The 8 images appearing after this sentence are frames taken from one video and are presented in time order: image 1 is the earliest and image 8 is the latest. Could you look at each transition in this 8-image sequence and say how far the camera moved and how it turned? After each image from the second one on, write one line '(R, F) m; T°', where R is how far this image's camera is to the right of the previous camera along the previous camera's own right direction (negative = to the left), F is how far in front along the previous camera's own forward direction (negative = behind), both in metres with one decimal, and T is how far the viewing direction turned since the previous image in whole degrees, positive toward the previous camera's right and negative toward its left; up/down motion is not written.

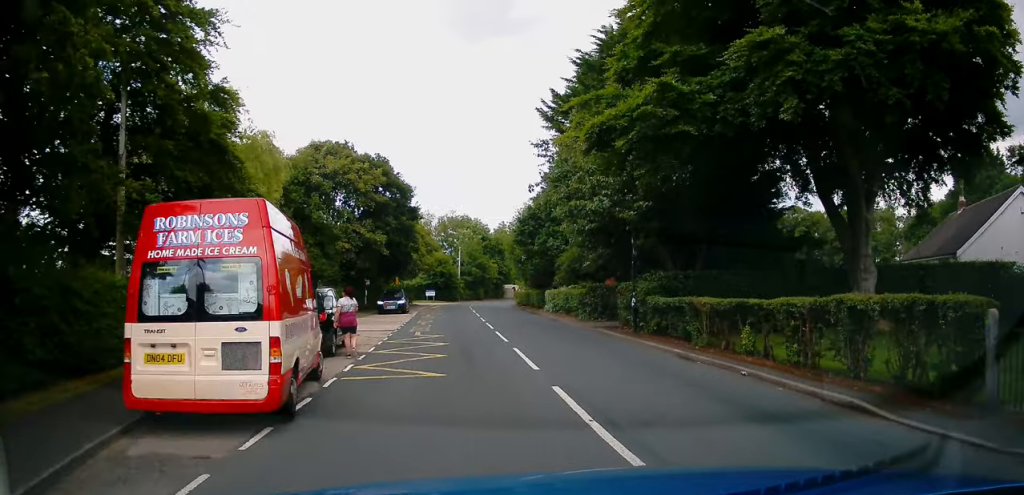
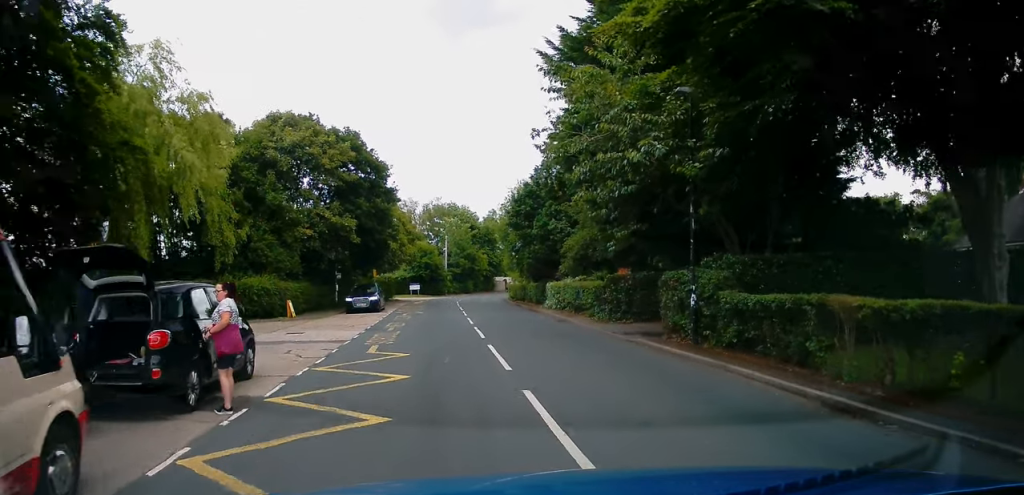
(+0.3, +6.5) m; 0°
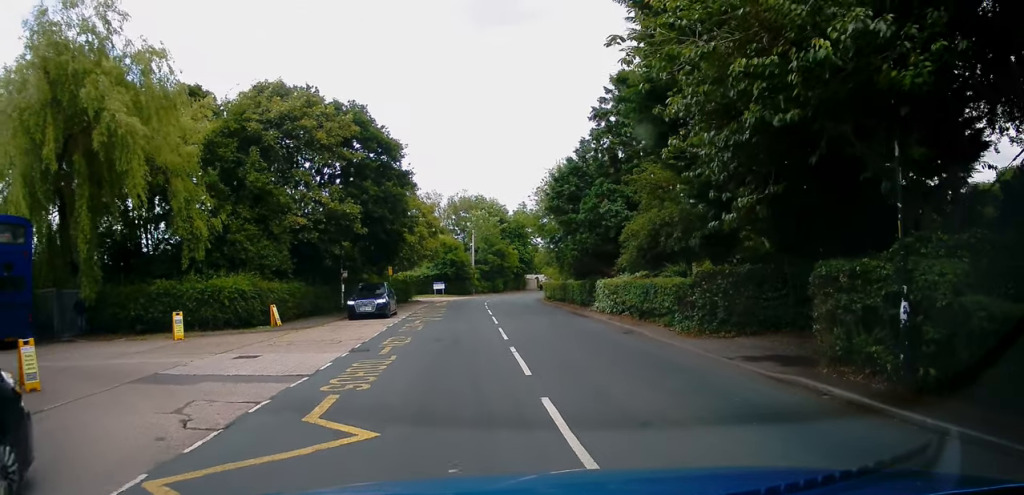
(-0.3, +6.4) m; -1°
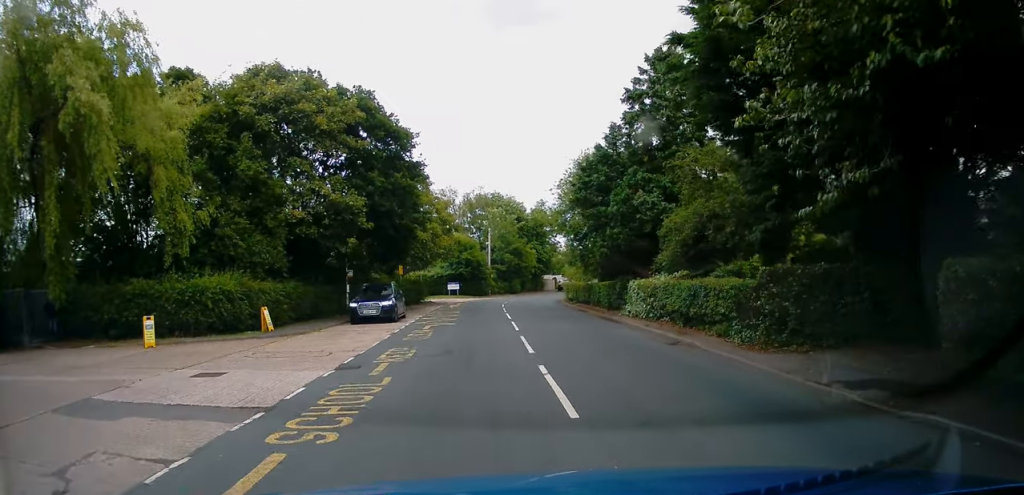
(+0.2, +2.9) m; 0°
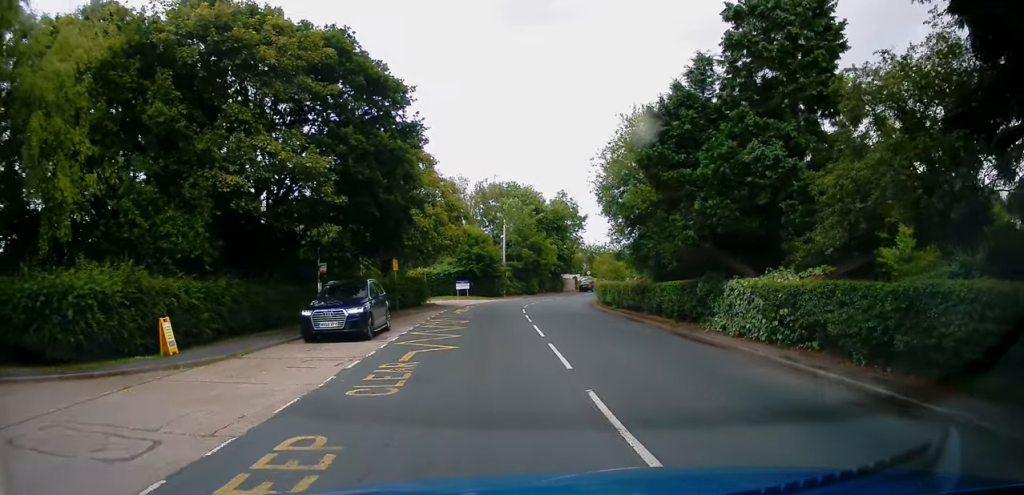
(-0.3, +8.1) m; -3°
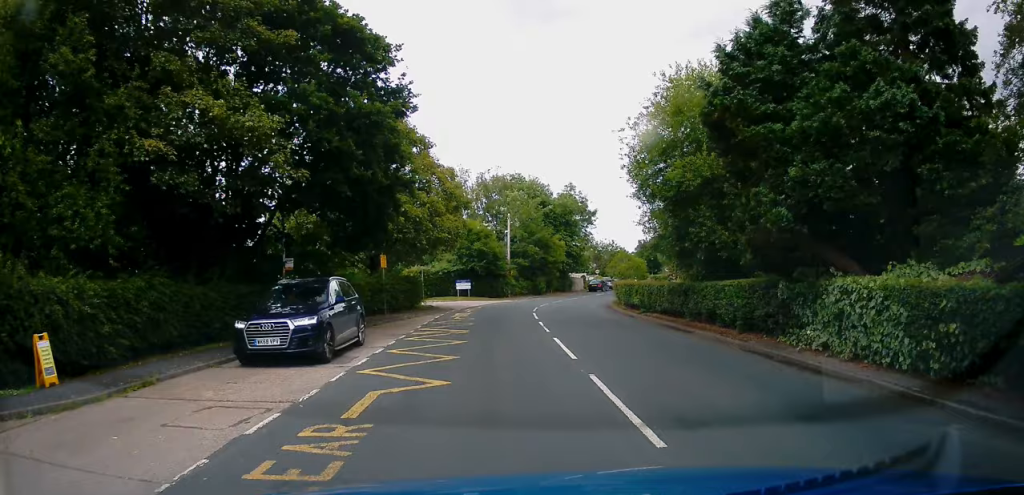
(0.0, +4.9) m; +3°
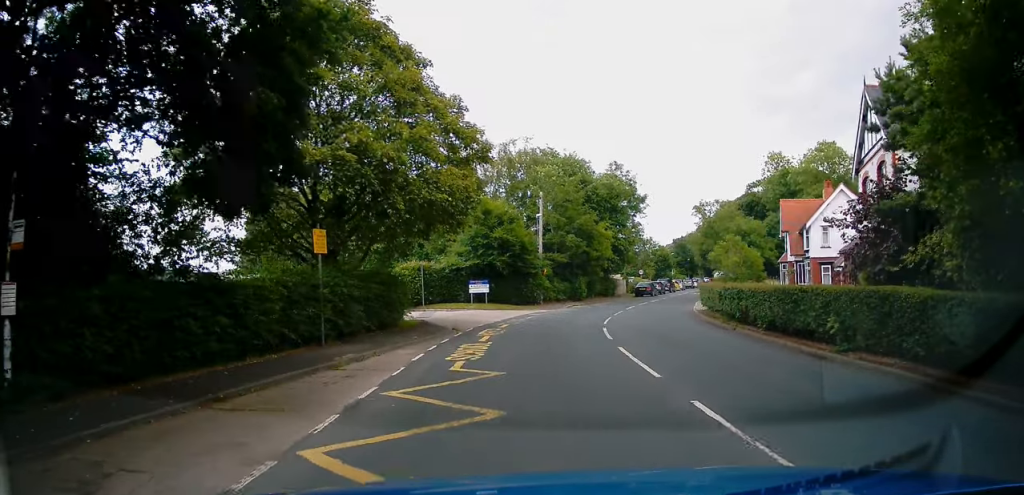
(+0.4, +13.9) m; -2°
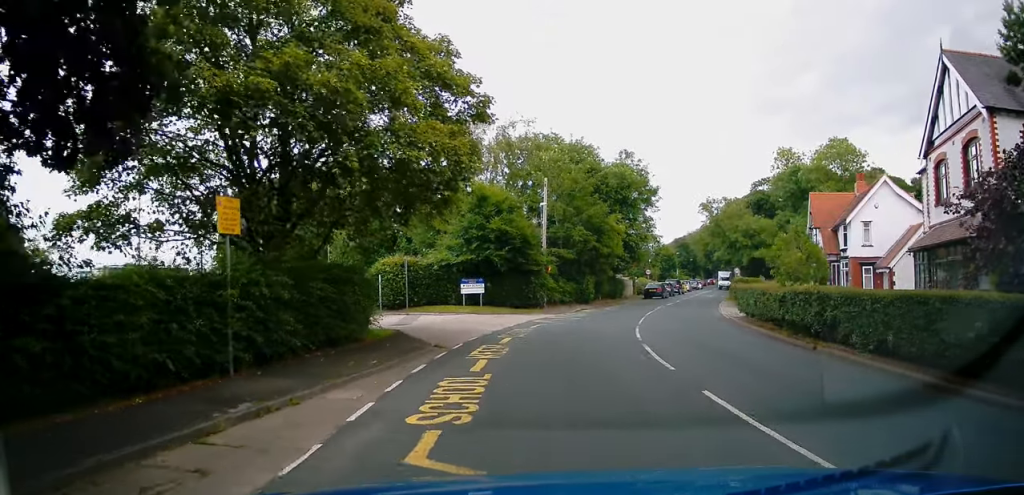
(-0.2, +5.5) m; -2°
